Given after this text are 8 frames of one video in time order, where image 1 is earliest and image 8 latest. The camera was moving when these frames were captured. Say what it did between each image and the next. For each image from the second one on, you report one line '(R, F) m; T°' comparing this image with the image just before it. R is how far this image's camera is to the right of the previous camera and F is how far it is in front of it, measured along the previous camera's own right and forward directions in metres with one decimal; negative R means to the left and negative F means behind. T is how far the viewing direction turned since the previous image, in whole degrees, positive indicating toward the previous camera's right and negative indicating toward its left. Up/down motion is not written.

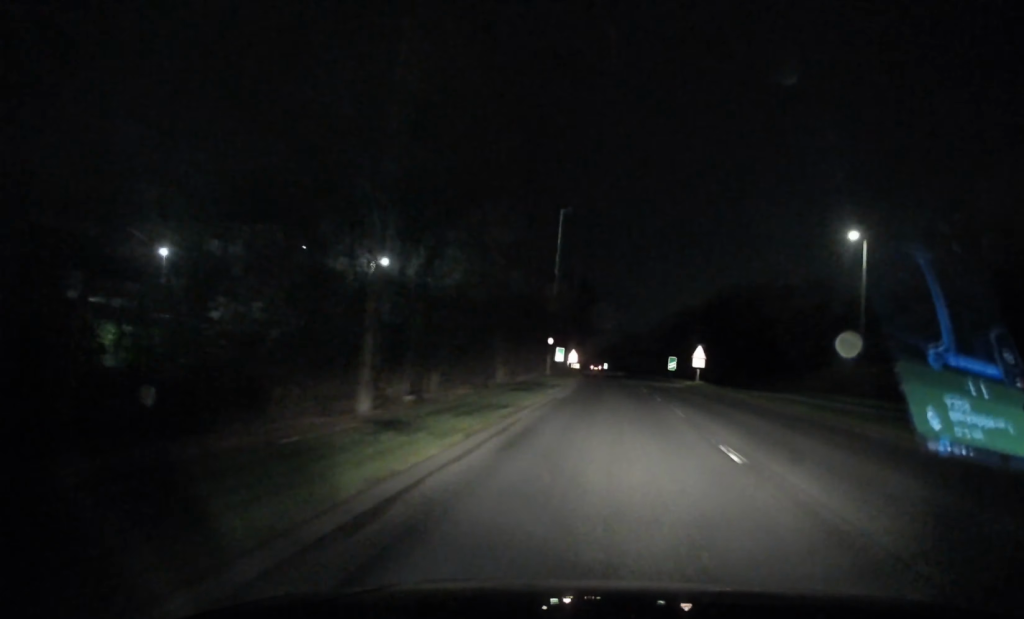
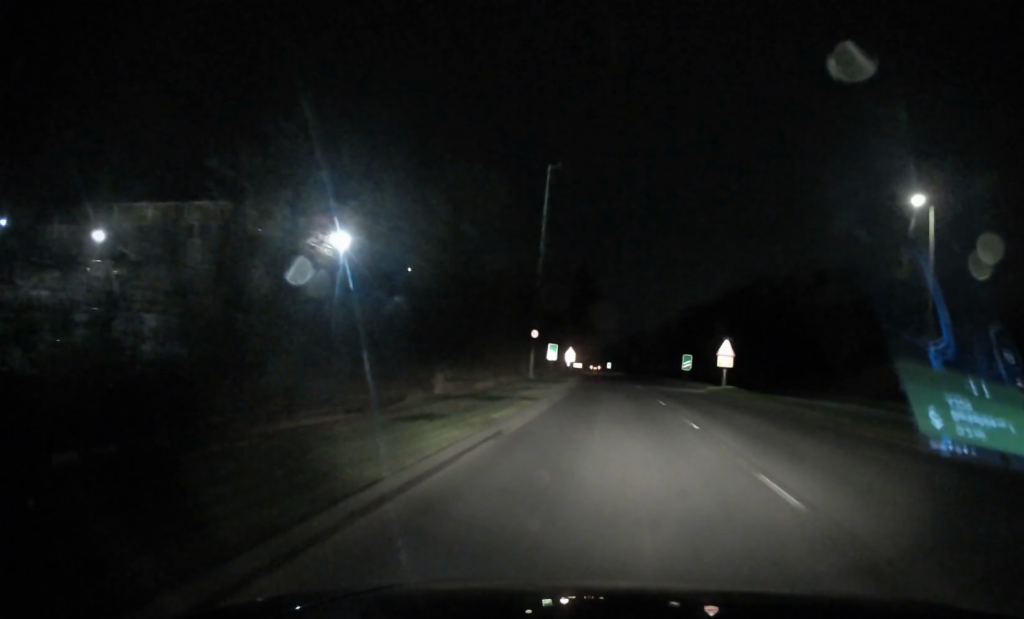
(-0.2, +12.2) m; -1°
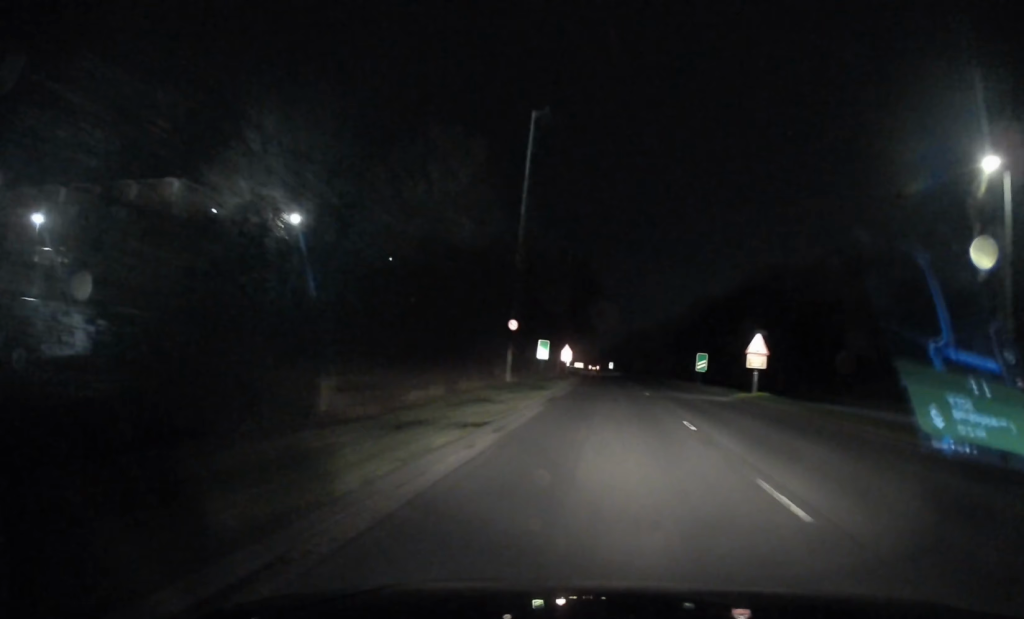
(0.0, +9.2) m; 0°
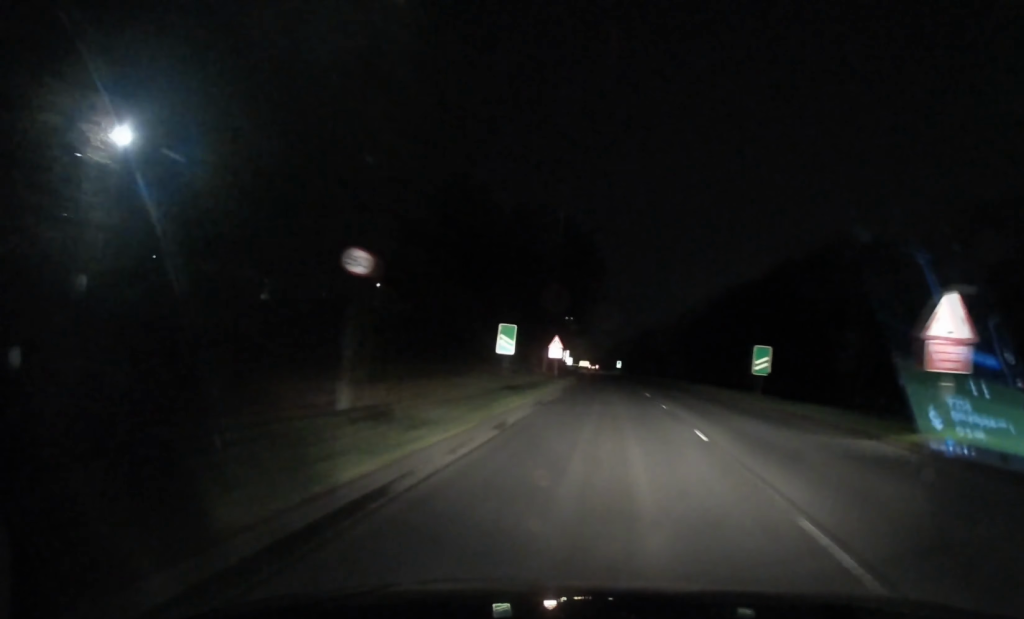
(0.0, +19.6) m; 0°
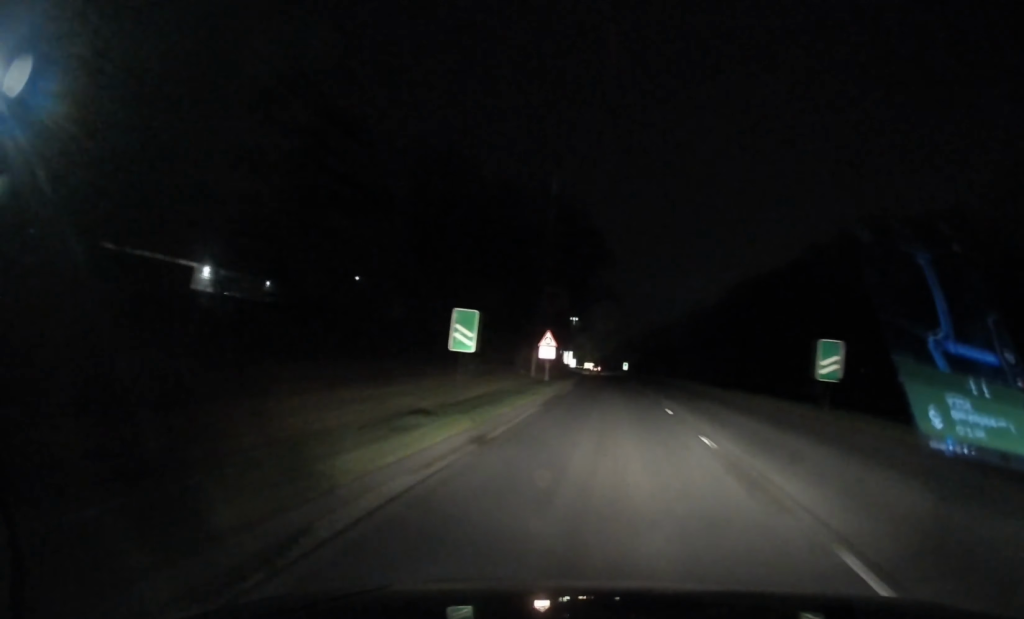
(0.0, +9.7) m; 0°
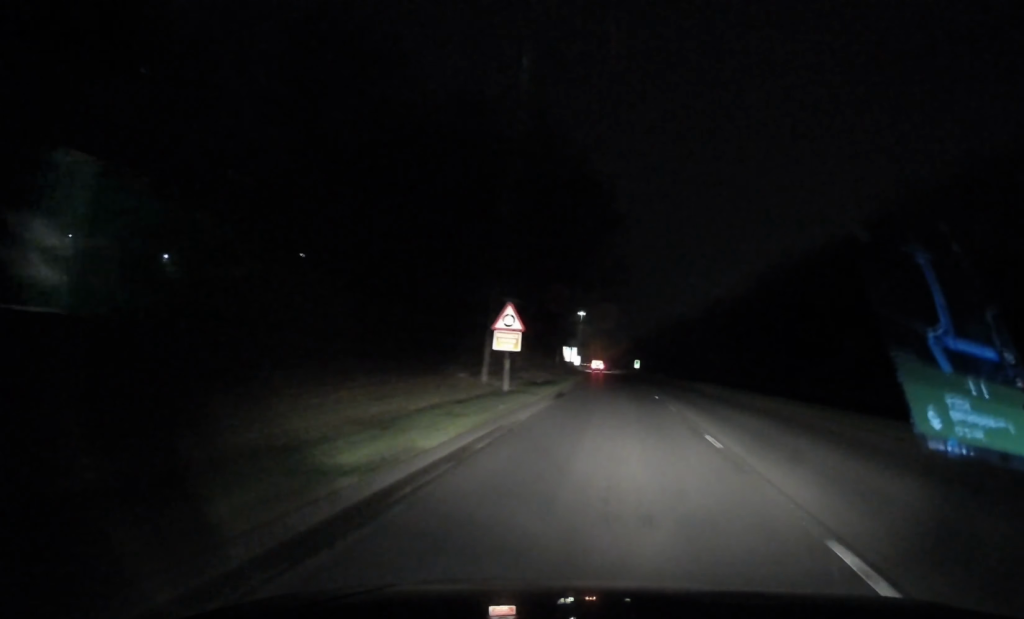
(0.0, +17.9) m; -1°
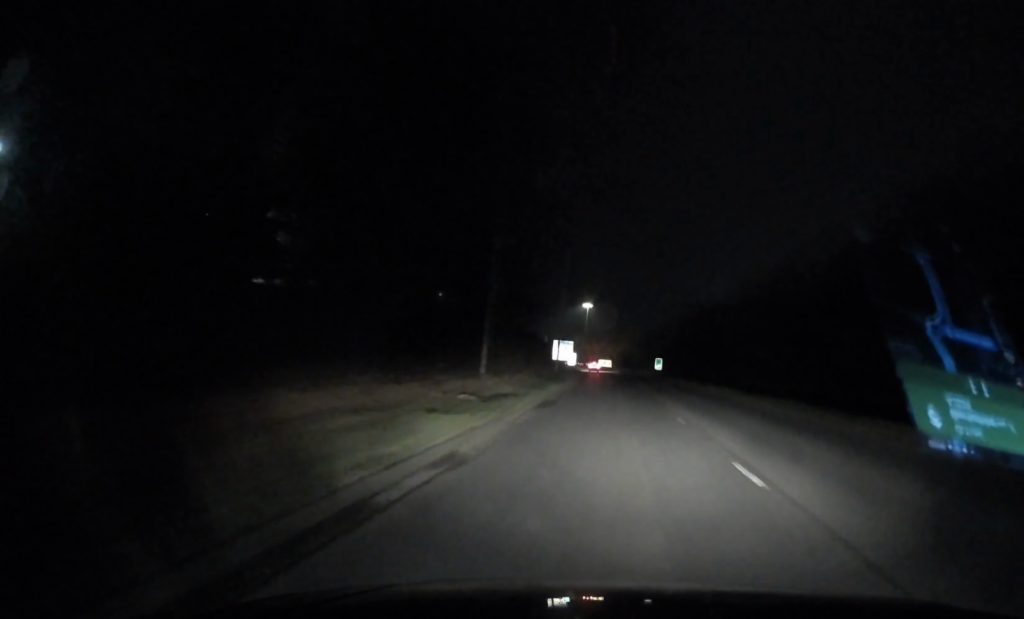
(-0.9, +38.7) m; -2°
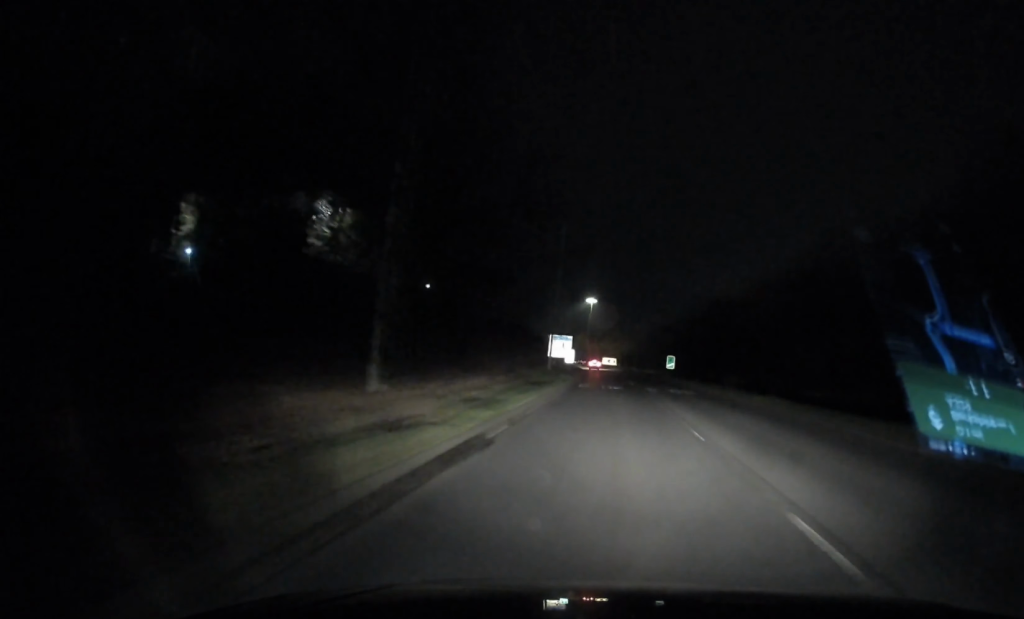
(0.0, +11.9) m; 0°
